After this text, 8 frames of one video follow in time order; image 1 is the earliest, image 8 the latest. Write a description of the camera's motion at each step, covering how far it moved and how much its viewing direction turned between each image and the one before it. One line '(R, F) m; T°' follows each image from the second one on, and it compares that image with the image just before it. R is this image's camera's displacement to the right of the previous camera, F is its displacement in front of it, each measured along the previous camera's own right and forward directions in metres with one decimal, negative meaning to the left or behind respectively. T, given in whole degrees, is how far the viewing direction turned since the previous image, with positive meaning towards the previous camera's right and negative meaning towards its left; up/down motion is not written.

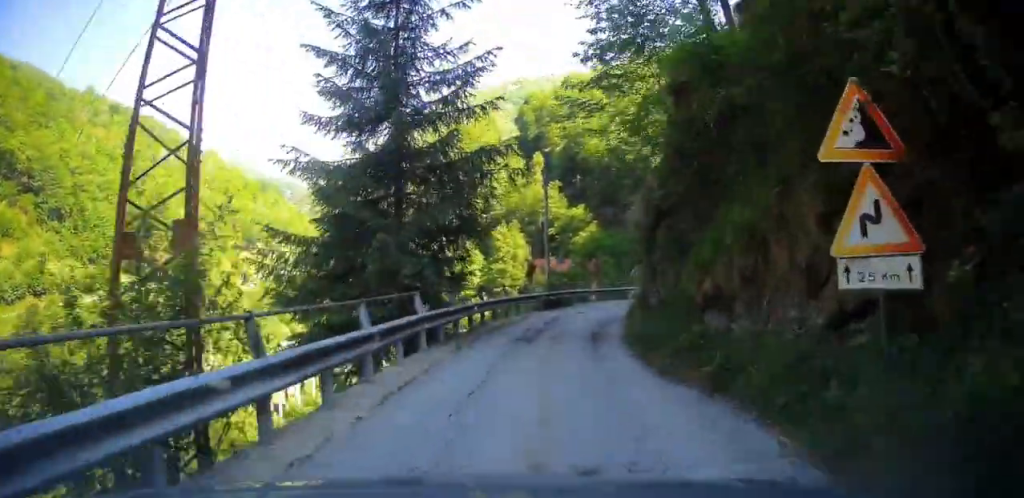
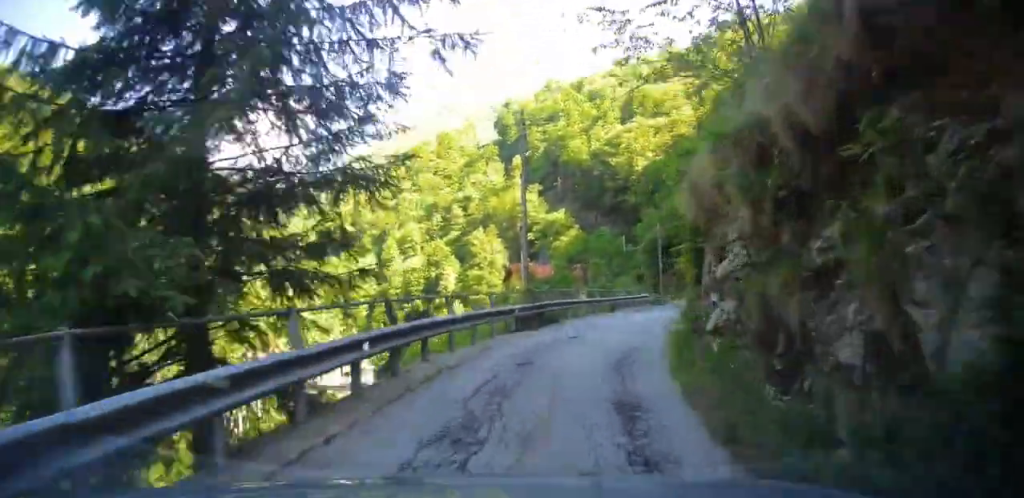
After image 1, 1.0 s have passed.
(+0.3, +8.6) m; +5°
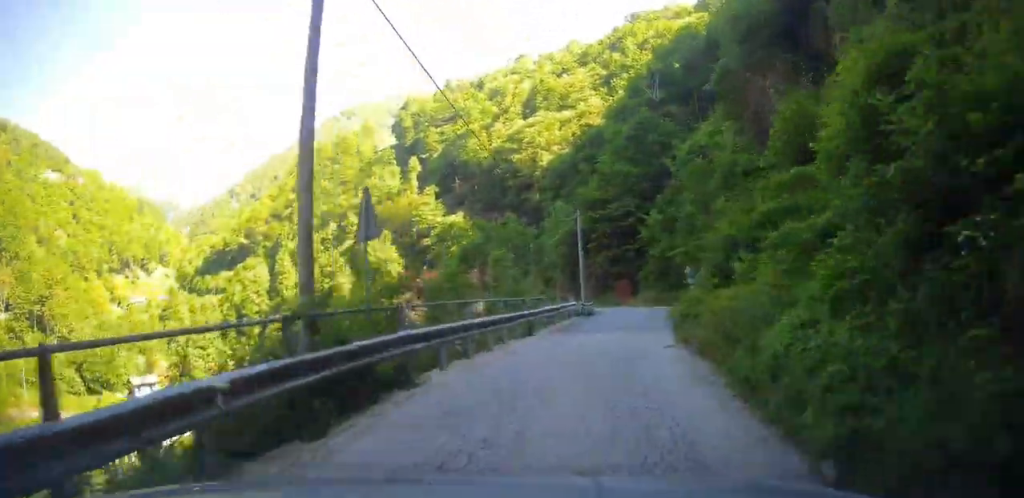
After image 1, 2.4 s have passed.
(+0.2, +12.1) m; +7°
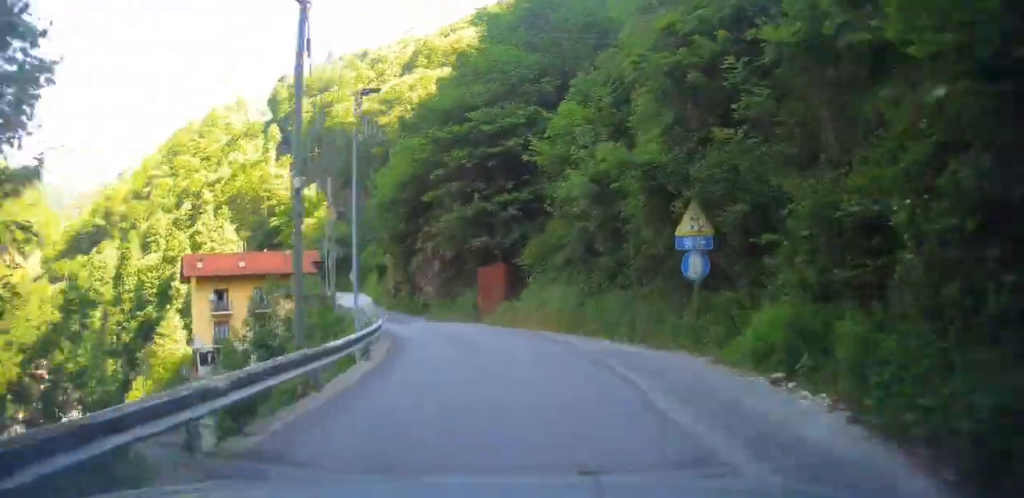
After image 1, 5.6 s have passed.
(+4.5, +28.5) m; +4°
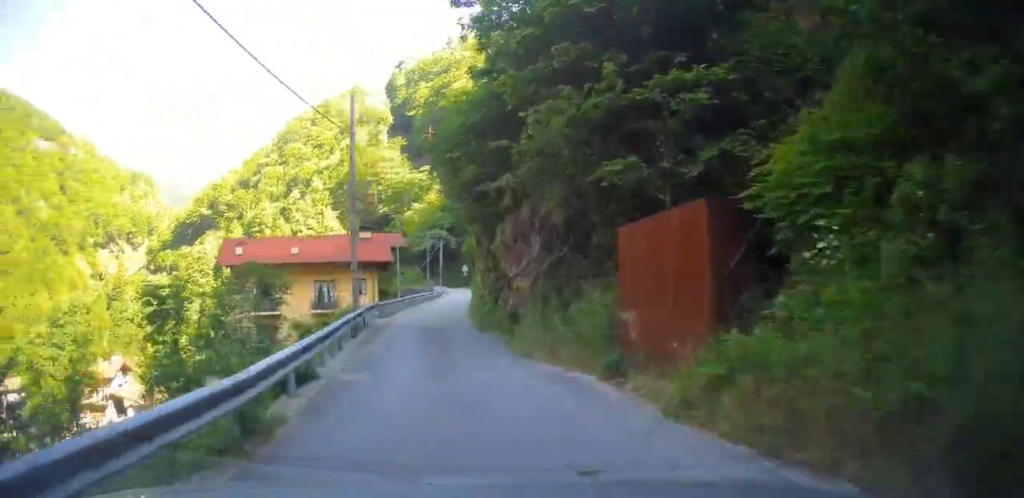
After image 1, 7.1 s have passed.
(-1.1, +14.1) m; -9°
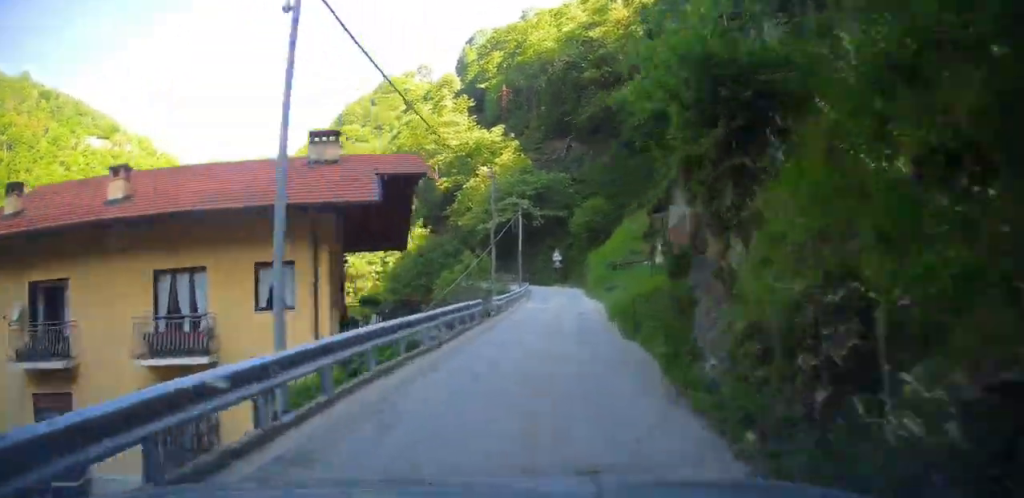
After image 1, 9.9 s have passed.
(-4.4, +26.4) m; -9°
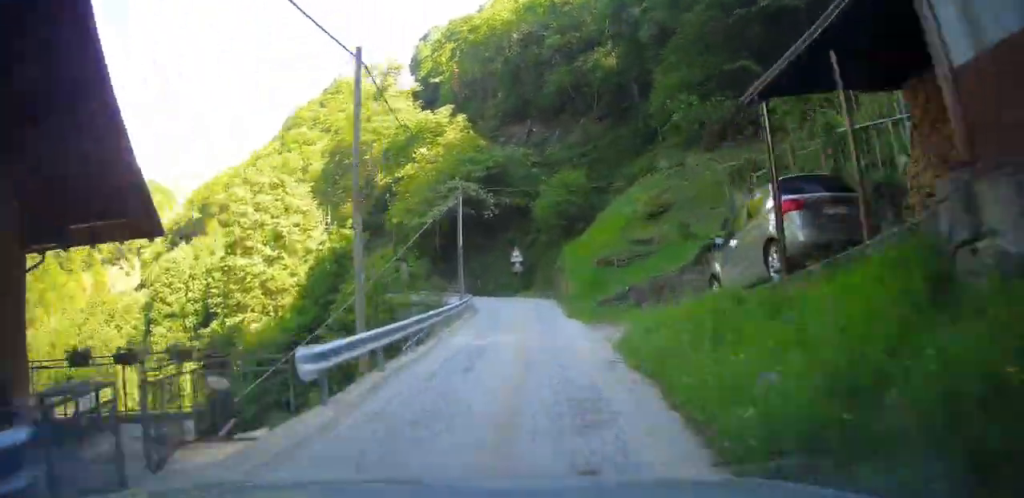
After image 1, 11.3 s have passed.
(+0.7, +13.7) m; +2°
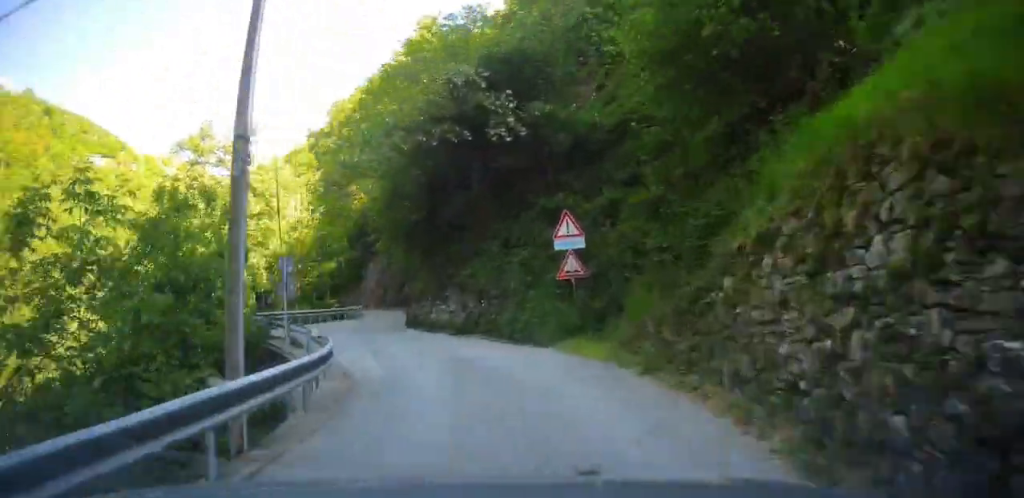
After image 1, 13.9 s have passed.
(+0.6, +25.1) m; -2°
